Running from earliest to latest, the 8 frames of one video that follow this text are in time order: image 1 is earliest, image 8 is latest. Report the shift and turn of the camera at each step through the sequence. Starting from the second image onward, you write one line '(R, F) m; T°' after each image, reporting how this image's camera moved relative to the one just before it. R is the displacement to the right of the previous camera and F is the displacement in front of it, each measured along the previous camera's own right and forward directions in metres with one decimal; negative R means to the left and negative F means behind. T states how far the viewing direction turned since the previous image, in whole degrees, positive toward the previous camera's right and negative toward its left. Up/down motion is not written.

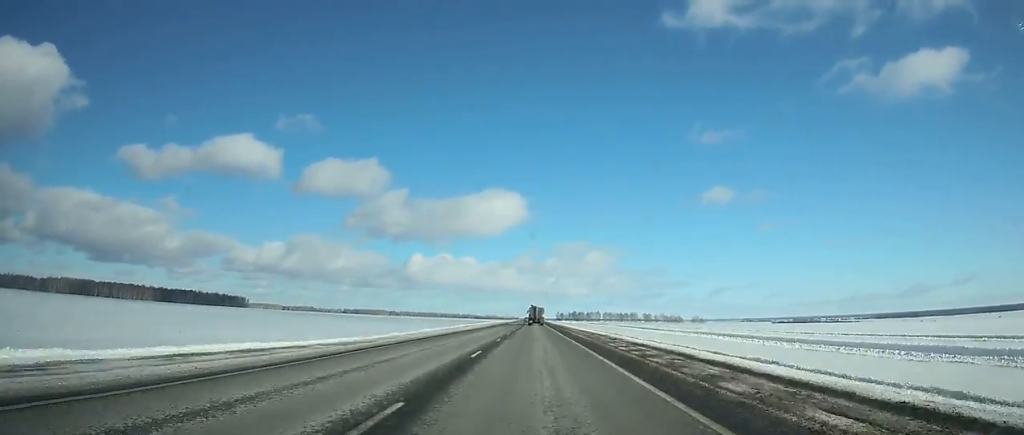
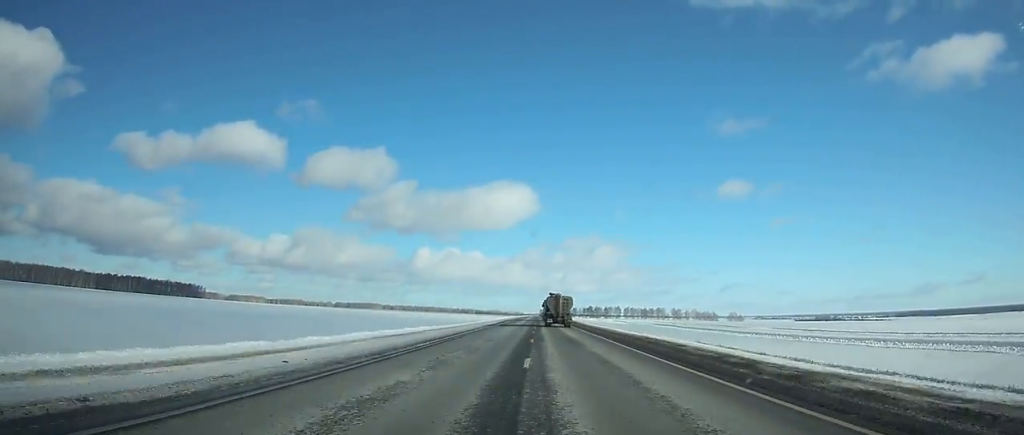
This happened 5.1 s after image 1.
(-0.7, +156.5) m; 0°
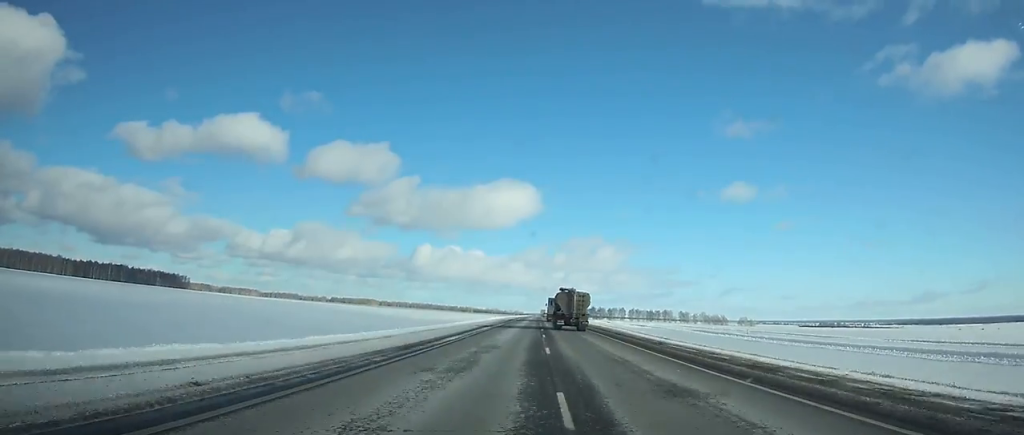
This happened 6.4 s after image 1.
(0.0, +41.3) m; 0°
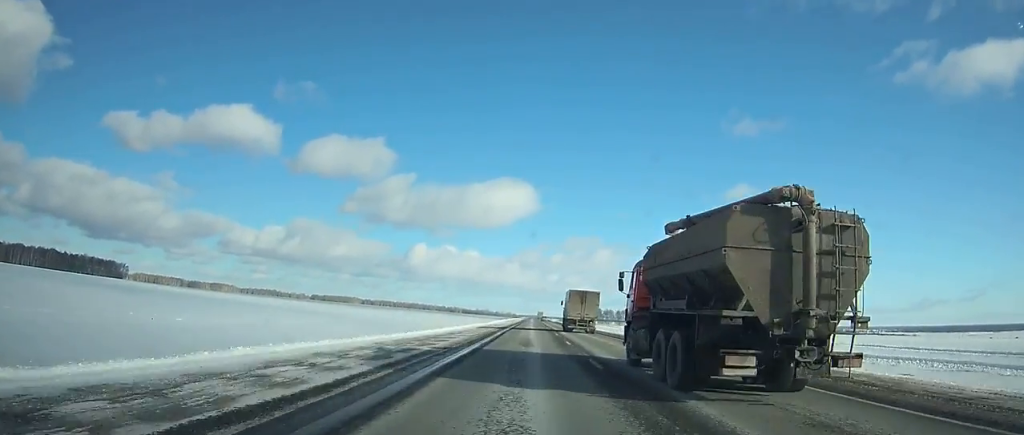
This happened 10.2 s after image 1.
(+0.3, +128.2) m; 0°
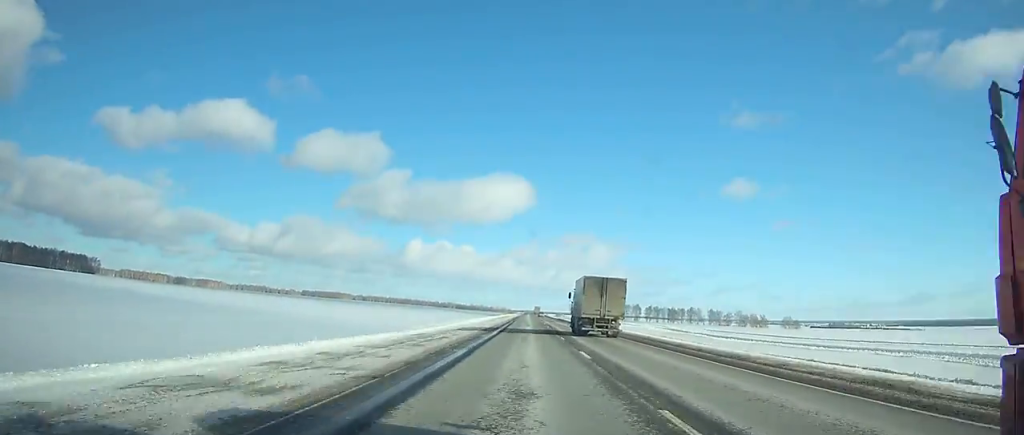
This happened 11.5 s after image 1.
(+0.2, +45.3) m; 0°
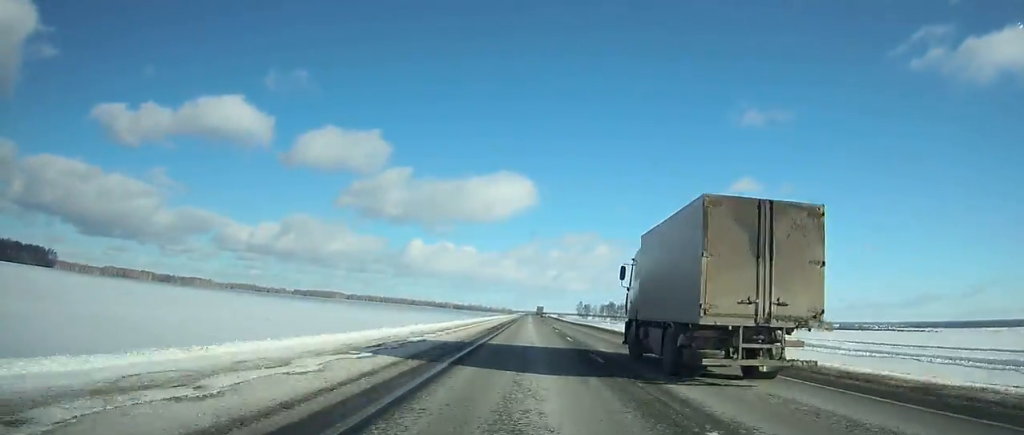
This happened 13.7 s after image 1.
(+0.3, +76.7) m; 0°
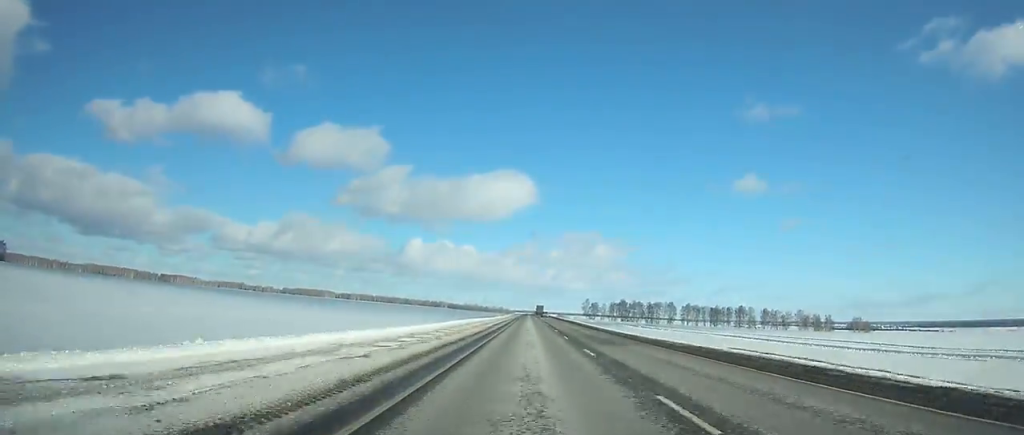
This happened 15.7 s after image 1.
(+0.1, +68.1) m; 0°
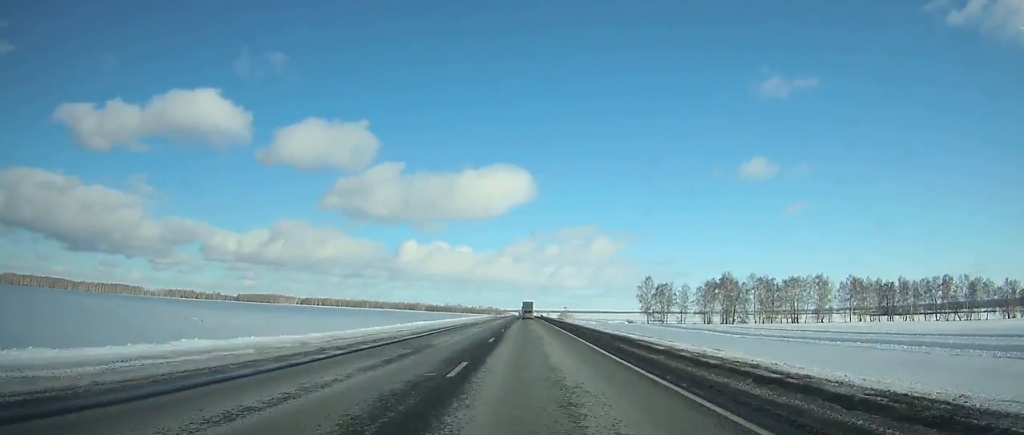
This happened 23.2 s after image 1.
(+1.5, +241.8) m; 0°
